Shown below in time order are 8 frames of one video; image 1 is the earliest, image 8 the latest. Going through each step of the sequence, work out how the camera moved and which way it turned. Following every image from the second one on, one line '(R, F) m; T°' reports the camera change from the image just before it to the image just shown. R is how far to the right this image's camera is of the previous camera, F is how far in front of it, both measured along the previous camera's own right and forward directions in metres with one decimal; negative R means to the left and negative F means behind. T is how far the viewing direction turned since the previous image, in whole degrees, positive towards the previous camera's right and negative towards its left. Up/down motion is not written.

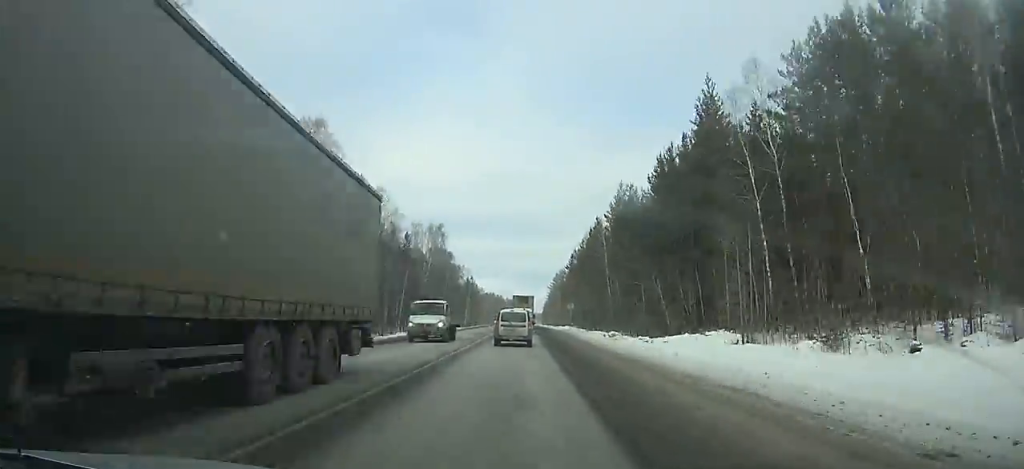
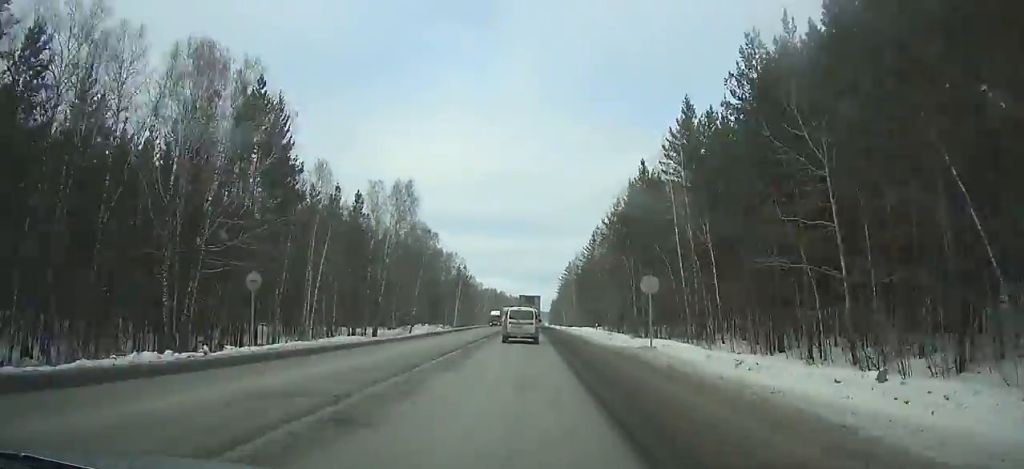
(0.0, +33.5) m; 0°
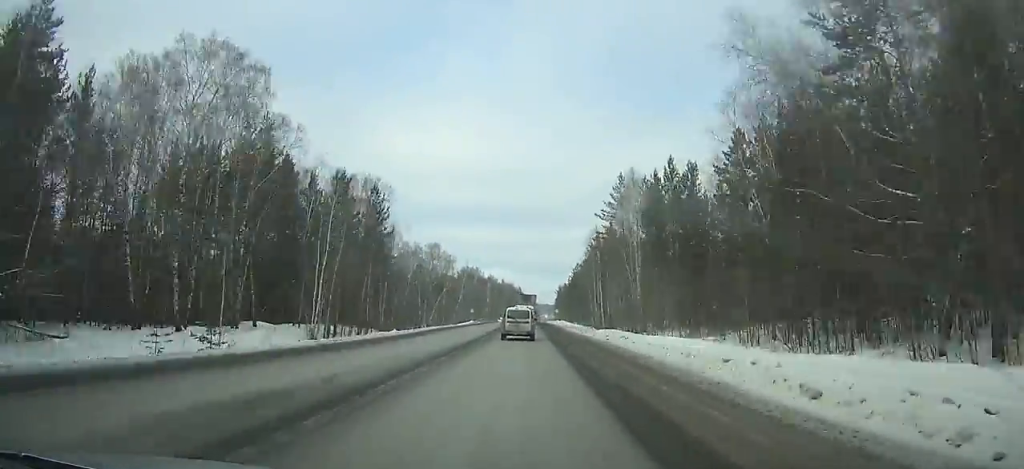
(-0.3, +85.2) m; 0°
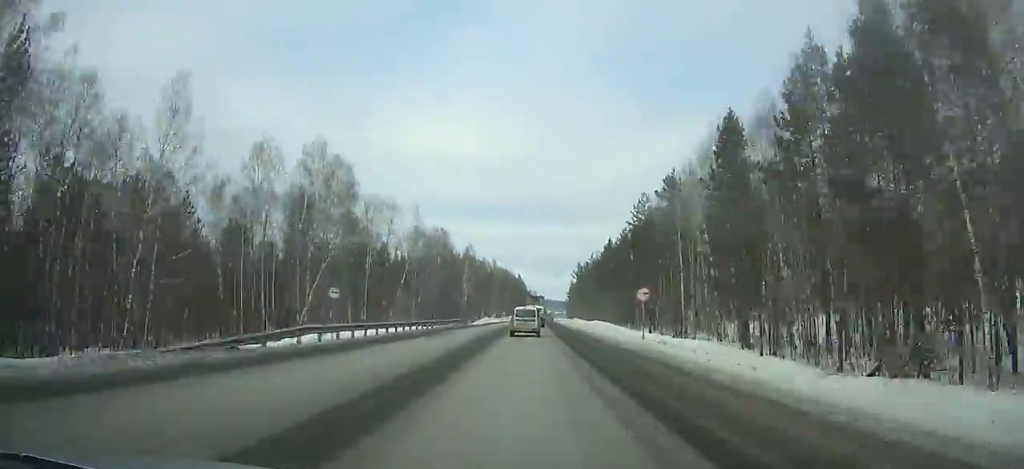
(+0.1, +78.8) m; 0°
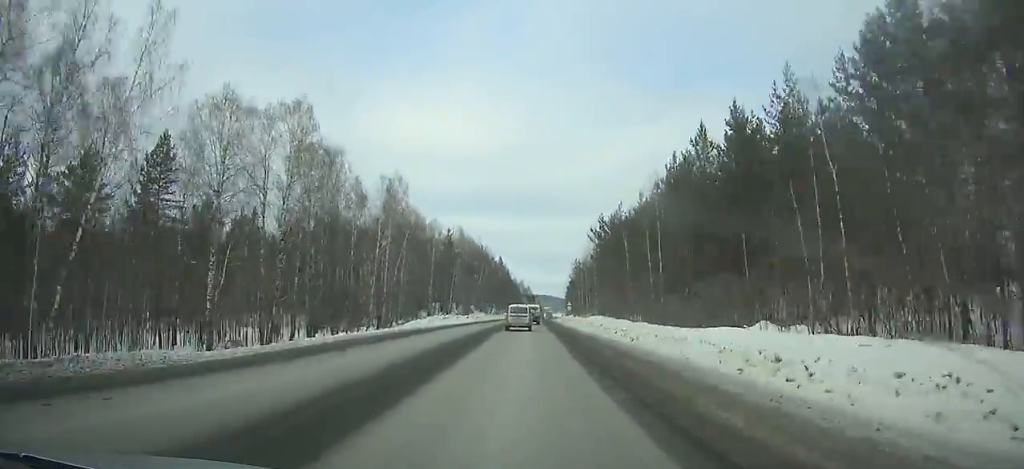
(+0.3, +64.3) m; +1°
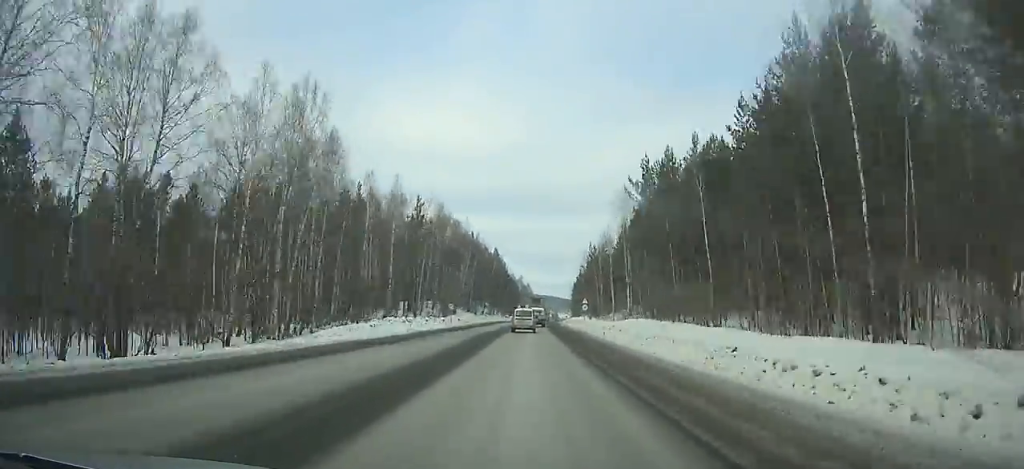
(+0.2, +29.7) m; 0°
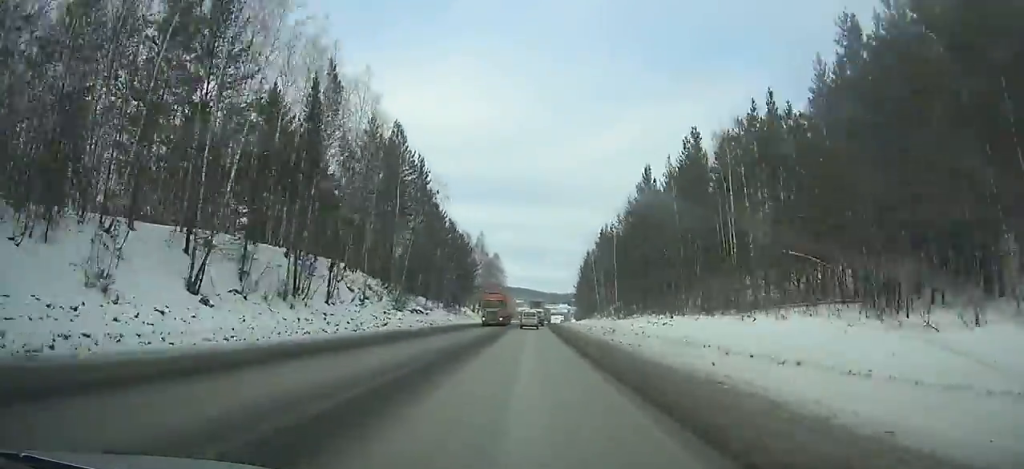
(+2.2, +119.5) m; +2°
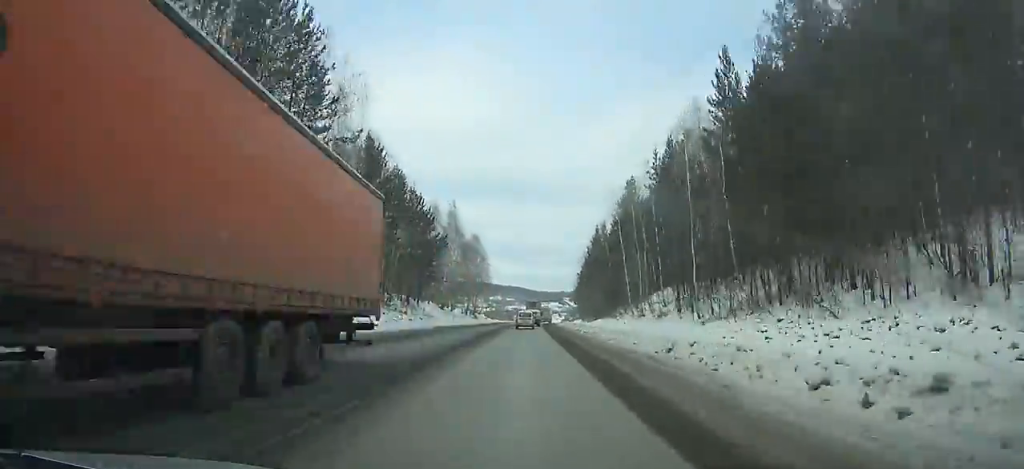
(0.0, +33.3) m; +1°
